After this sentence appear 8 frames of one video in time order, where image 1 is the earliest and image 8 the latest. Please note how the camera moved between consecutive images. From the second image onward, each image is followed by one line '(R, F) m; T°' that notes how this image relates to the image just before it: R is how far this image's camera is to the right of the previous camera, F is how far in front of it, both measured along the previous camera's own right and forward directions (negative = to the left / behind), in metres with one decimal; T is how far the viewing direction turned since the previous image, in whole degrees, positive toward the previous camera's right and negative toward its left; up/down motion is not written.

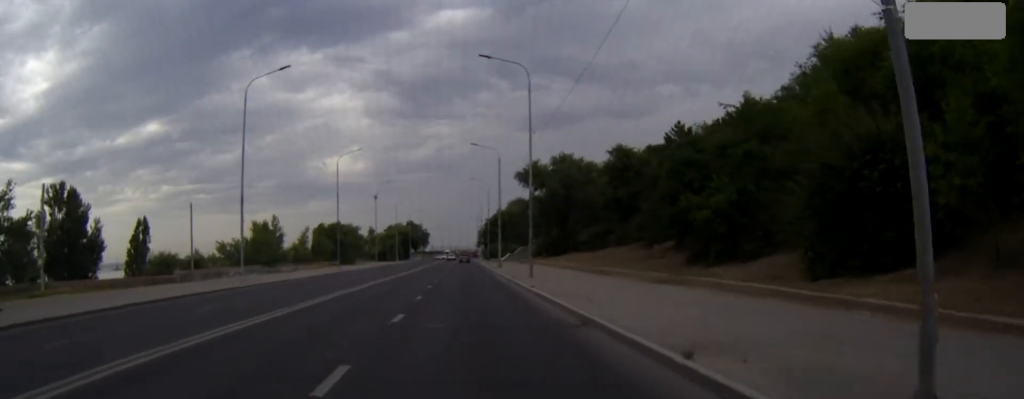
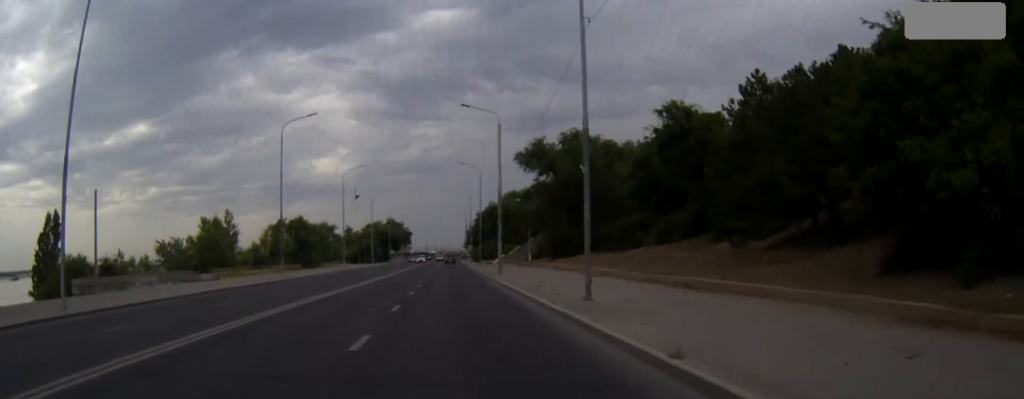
(+0.2, +20.5) m; +1°
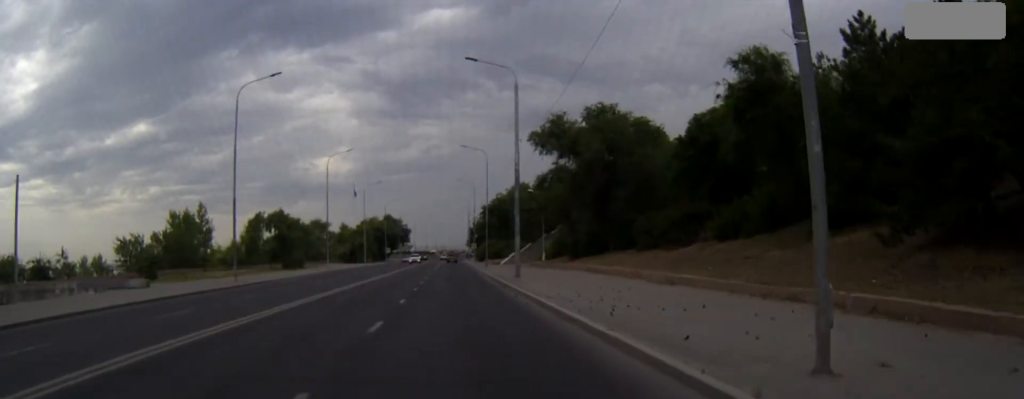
(0.0, +13.3) m; 0°
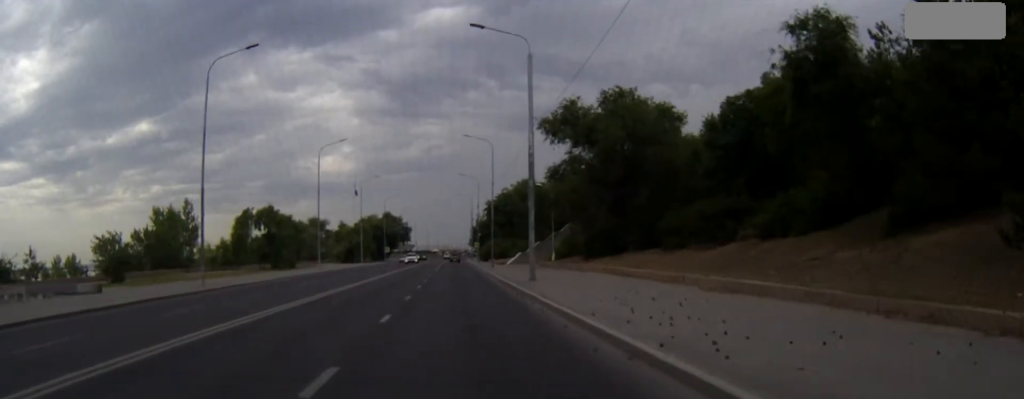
(0.0, +6.5) m; 0°
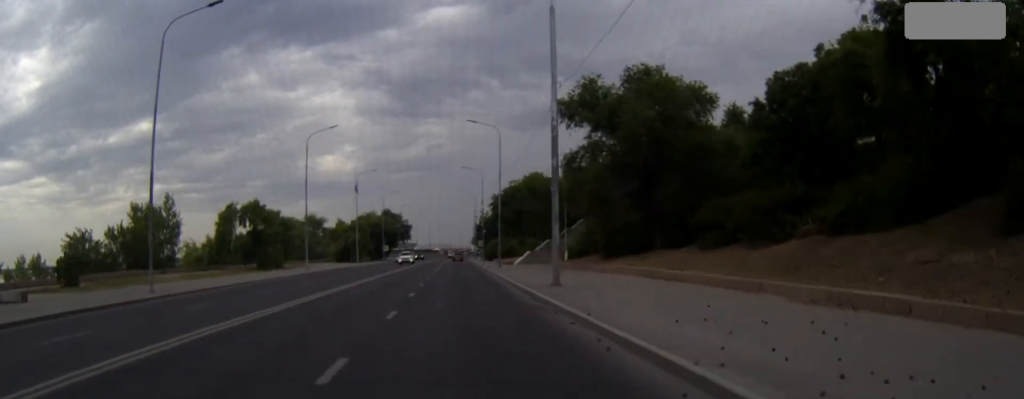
(0.0, +7.4) m; 0°
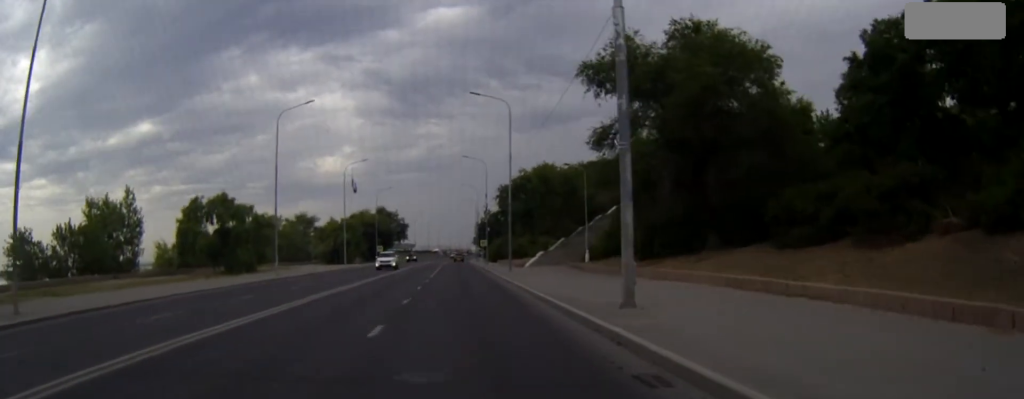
(0.0, +11.4) m; 0°
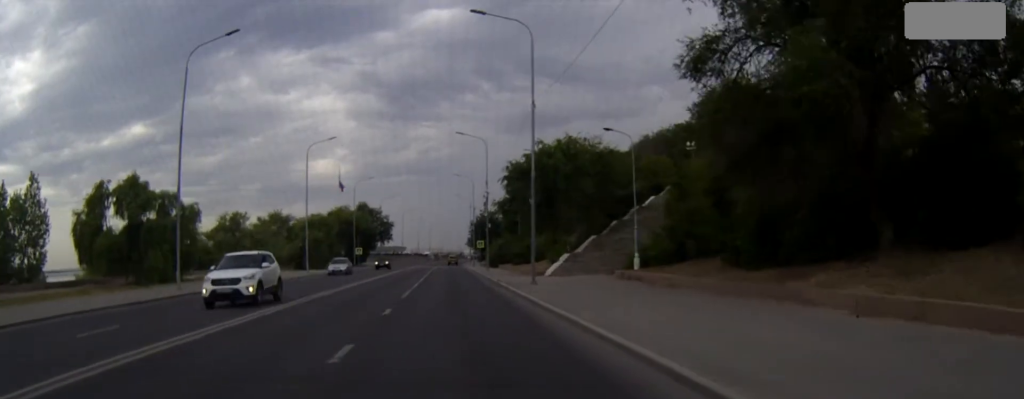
(+0.1, +18.9) m; 0°
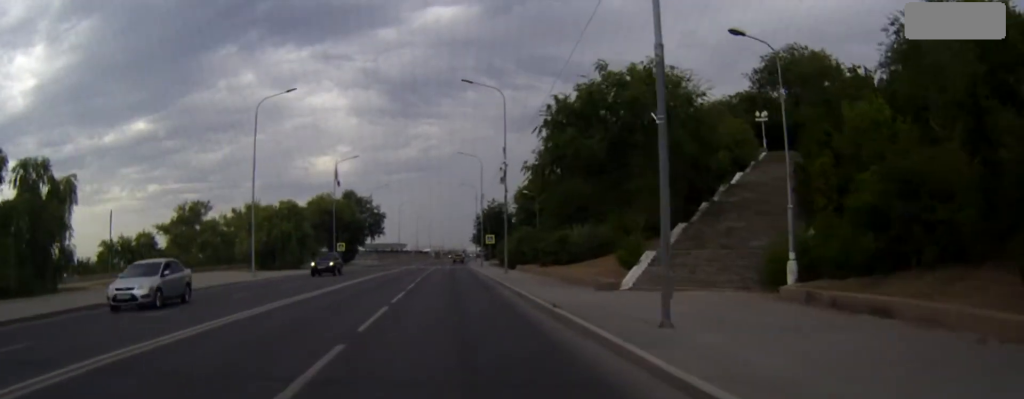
(0.0, +20.0) m; 0°
